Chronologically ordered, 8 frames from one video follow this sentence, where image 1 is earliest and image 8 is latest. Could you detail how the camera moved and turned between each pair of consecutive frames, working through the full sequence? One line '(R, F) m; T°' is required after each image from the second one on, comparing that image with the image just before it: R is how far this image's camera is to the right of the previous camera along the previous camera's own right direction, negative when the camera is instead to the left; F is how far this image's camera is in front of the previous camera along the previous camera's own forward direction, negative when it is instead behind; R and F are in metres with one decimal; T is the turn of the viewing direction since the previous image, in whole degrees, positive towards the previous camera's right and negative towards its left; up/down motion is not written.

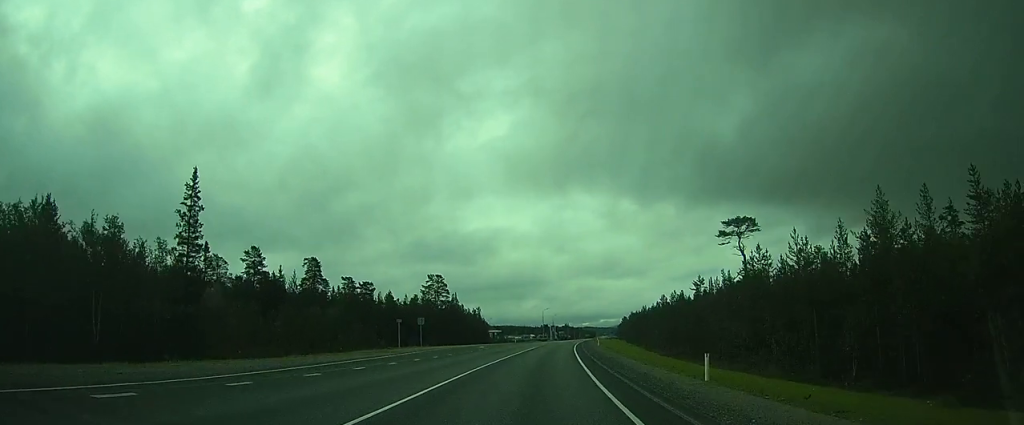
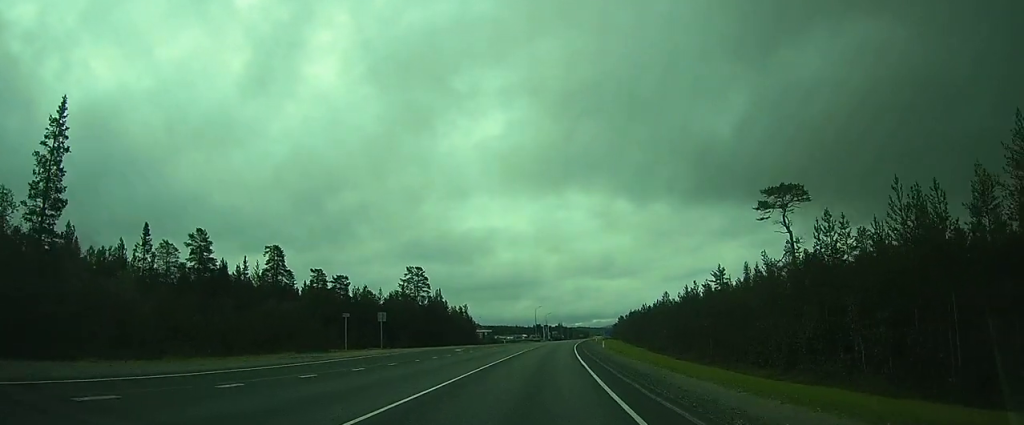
(0.0, +13.9) m; +1°
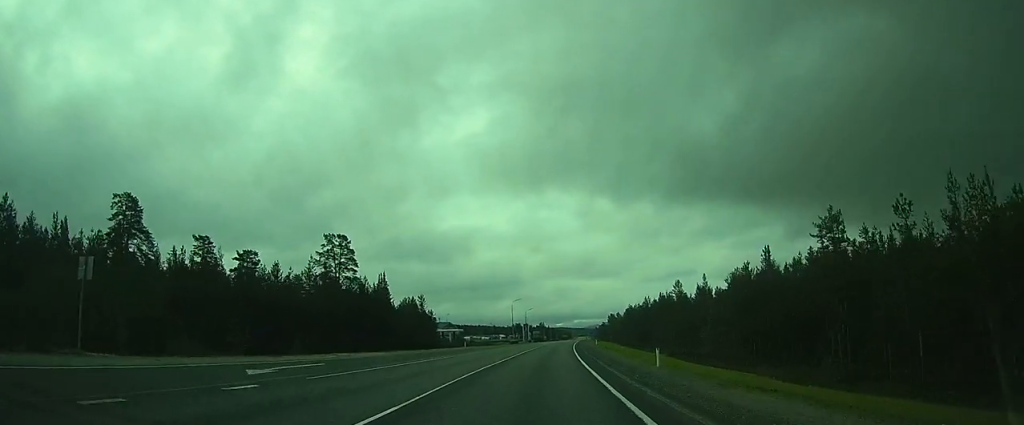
(+0.7, +35.4) m; +2°
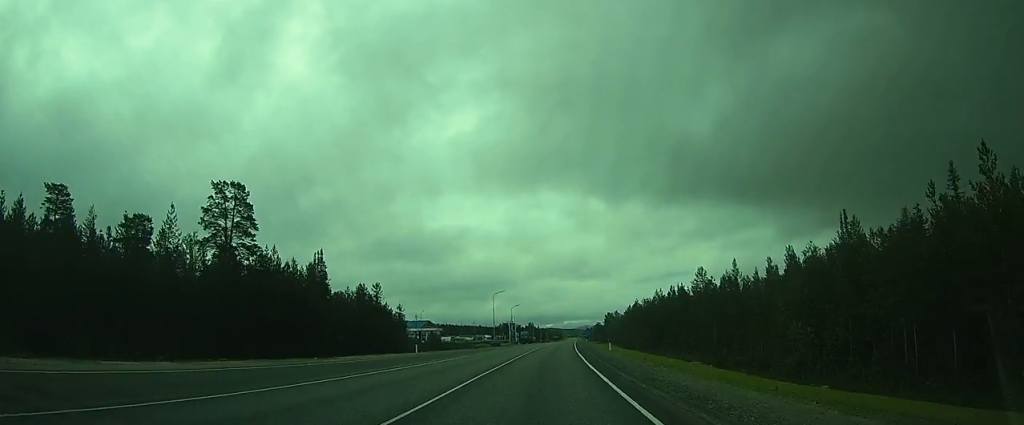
(+0.3, +25.6) m; +1°
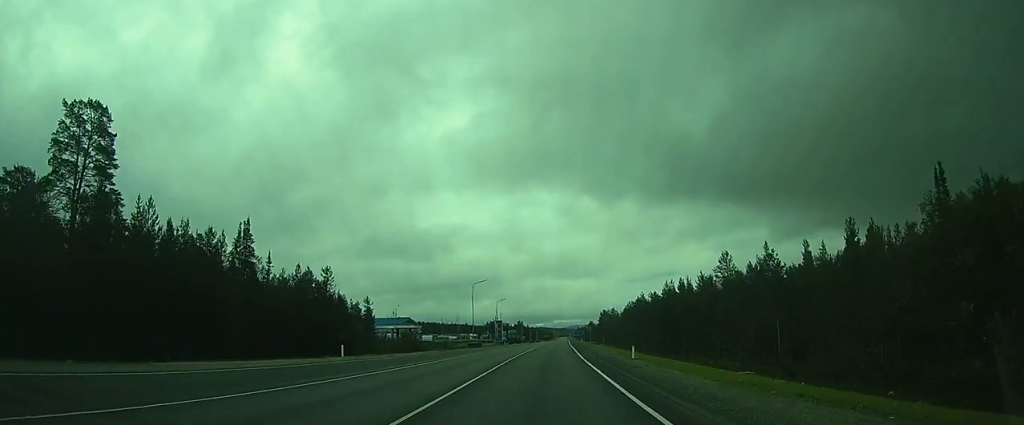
(+0.1, +17.7) m; 0°
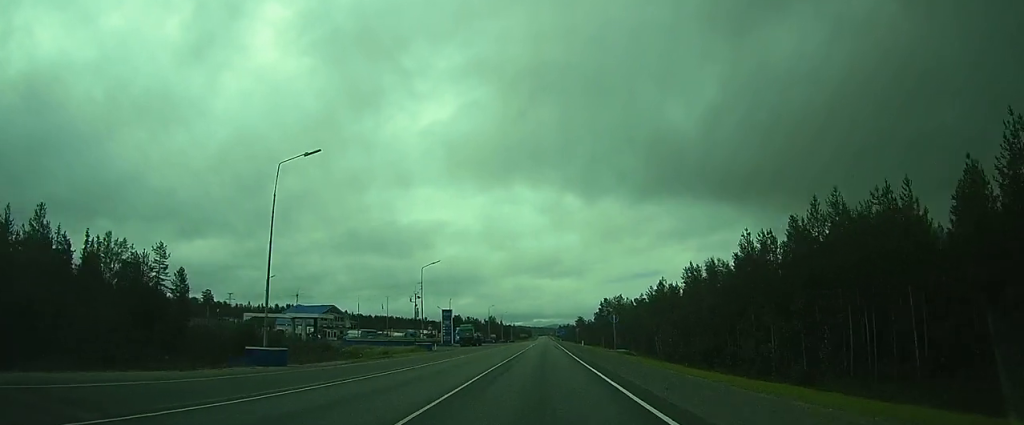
(+0.7, +58.7) m; +1°
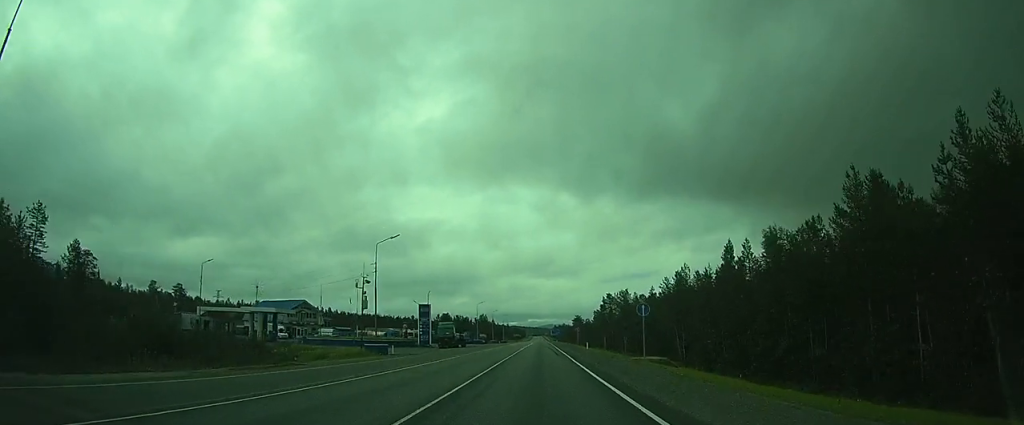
(+0.1, +15.5) m; 0°
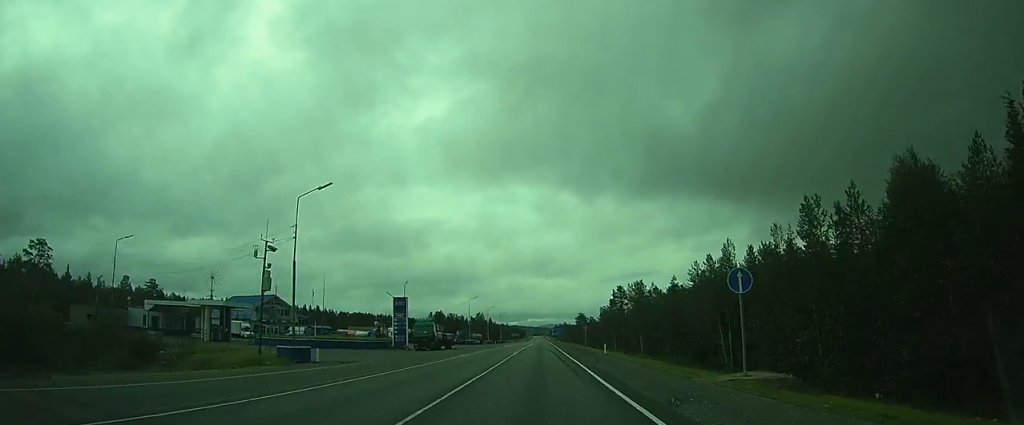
(0.0, +15.4) m; 0°
